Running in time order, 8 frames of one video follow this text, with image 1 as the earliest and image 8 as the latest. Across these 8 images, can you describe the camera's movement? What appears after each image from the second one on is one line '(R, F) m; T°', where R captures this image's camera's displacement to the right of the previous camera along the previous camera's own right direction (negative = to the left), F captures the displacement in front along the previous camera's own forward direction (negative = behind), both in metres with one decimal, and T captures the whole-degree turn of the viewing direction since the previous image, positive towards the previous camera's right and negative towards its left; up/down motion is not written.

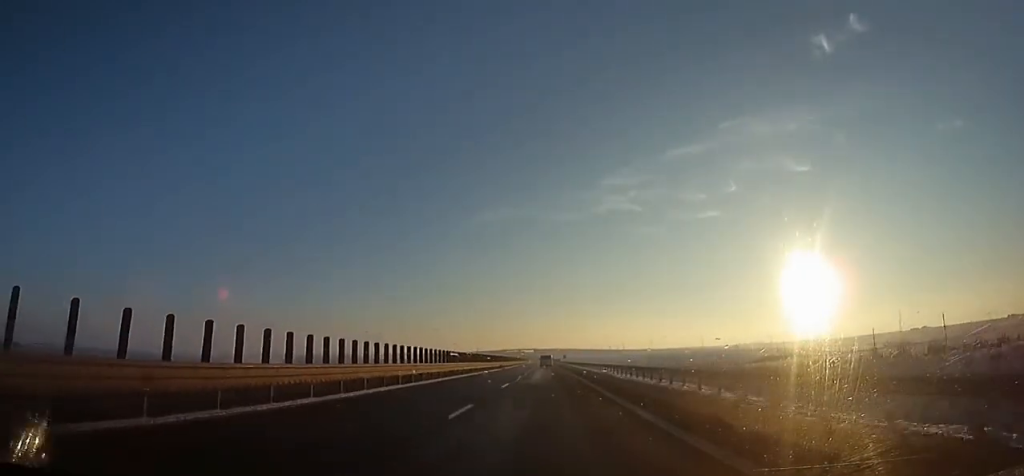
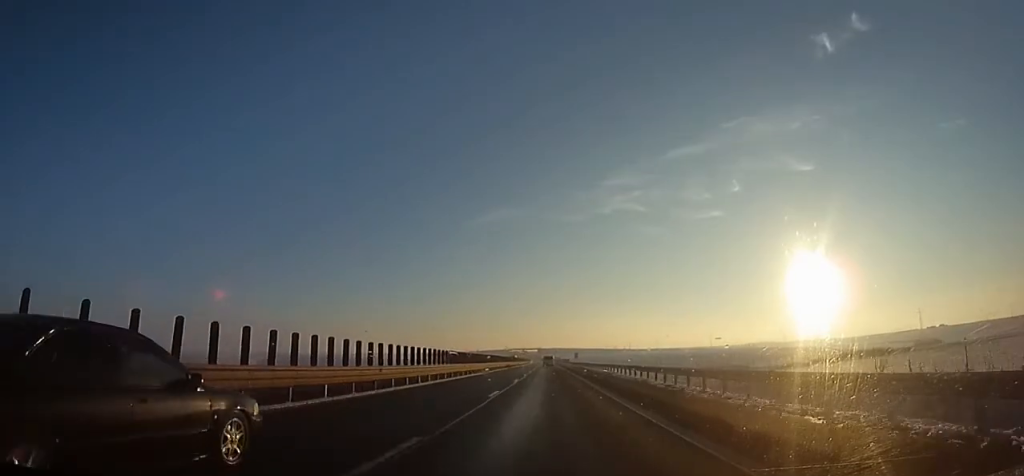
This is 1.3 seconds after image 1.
(-0.3, +42.0) m; 0°
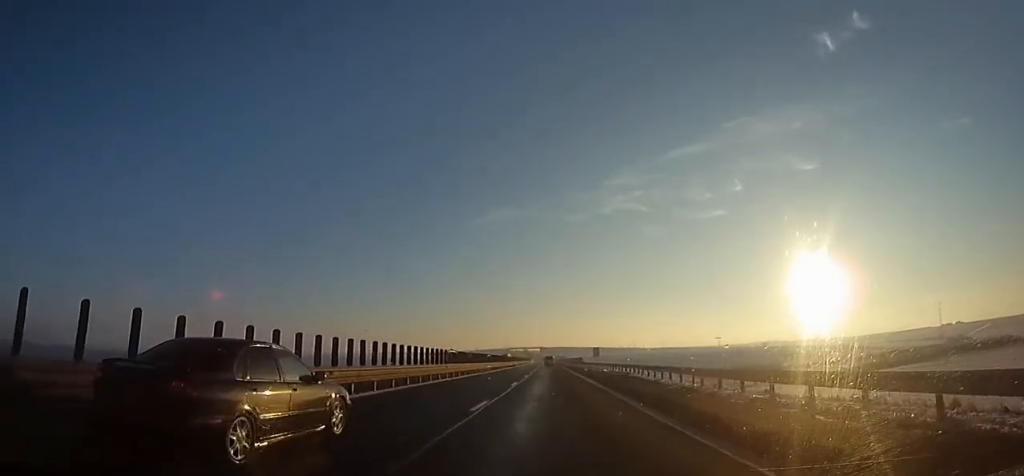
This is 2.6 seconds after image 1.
(-0.1, +40.9) m; 0°
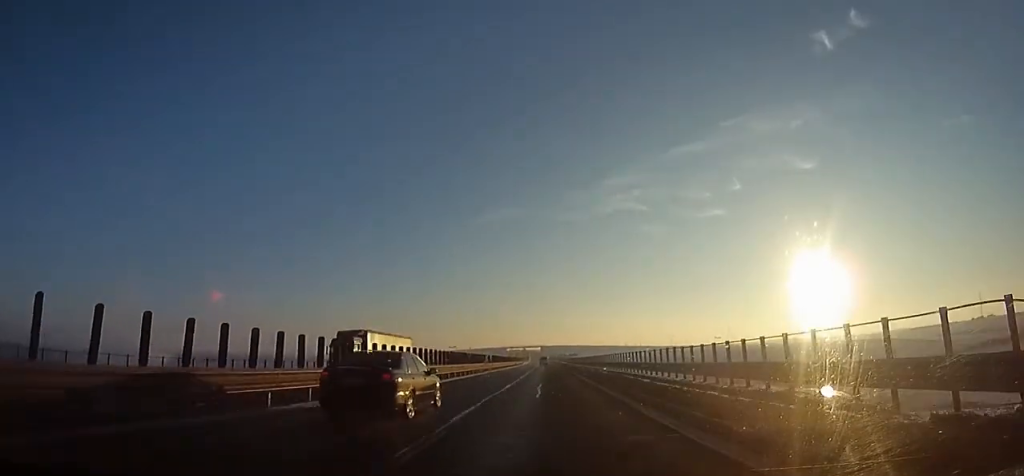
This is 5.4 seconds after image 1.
(-0.5, +85.9) m; 0°
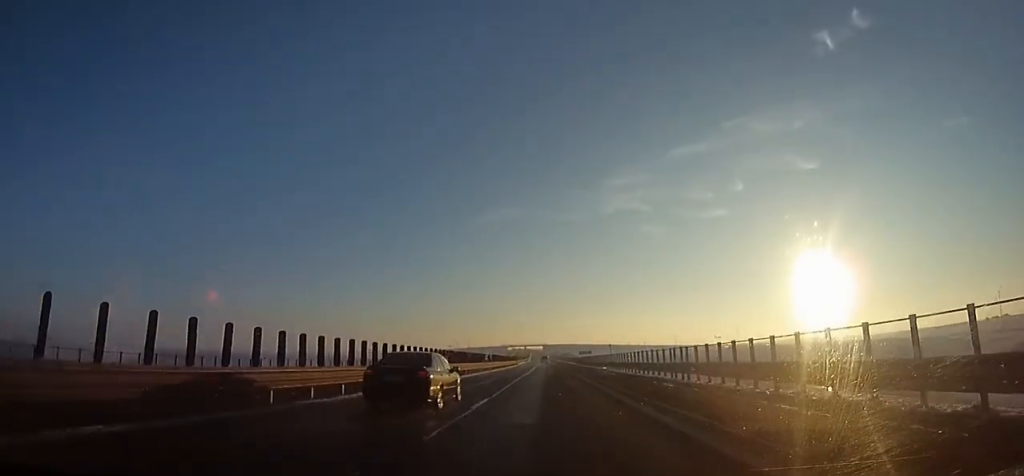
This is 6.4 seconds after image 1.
(0.0, +33.5) m; 0°
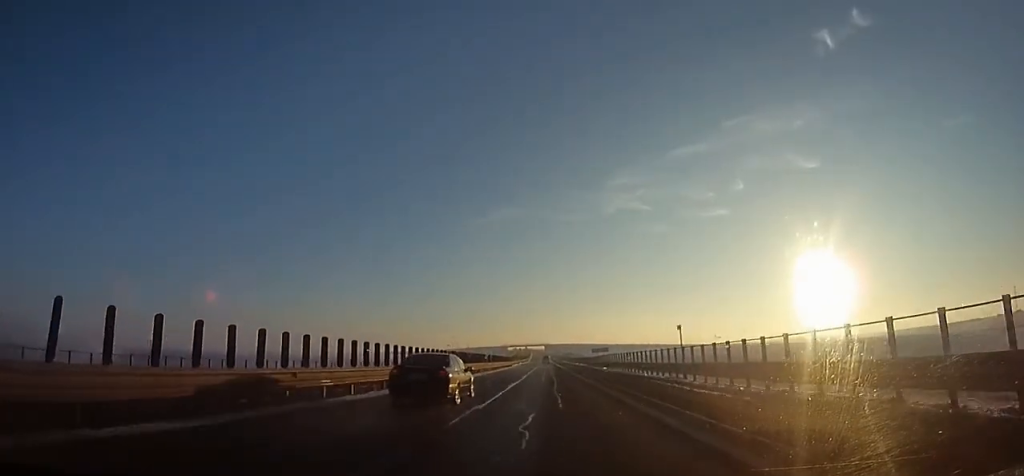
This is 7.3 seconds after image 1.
(+0.1, +26.1) m; 0°
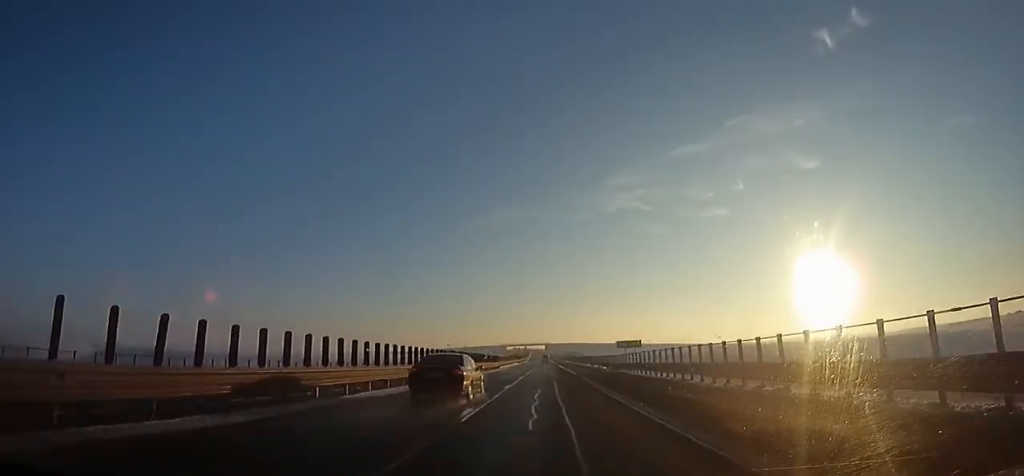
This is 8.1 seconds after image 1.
(+0.1, +25.1) m; 0°
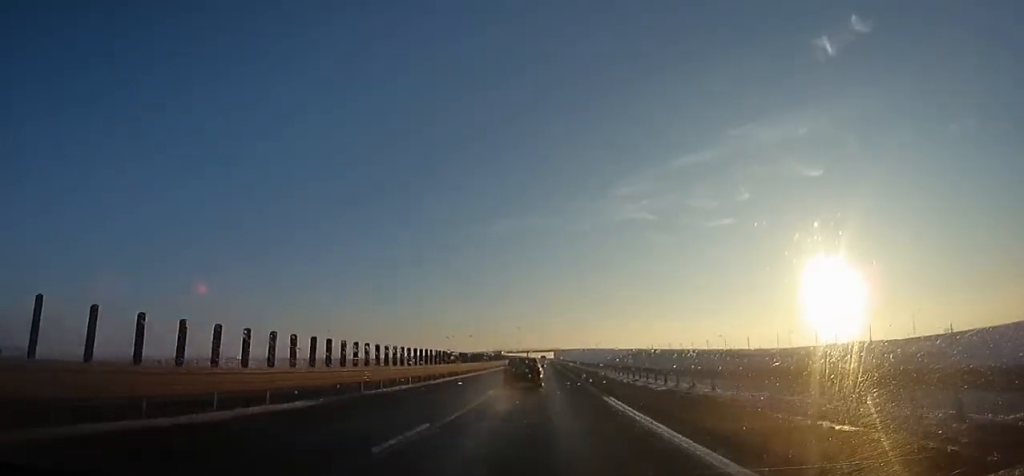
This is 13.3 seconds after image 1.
(-2.2, +164.5) m; -1°
